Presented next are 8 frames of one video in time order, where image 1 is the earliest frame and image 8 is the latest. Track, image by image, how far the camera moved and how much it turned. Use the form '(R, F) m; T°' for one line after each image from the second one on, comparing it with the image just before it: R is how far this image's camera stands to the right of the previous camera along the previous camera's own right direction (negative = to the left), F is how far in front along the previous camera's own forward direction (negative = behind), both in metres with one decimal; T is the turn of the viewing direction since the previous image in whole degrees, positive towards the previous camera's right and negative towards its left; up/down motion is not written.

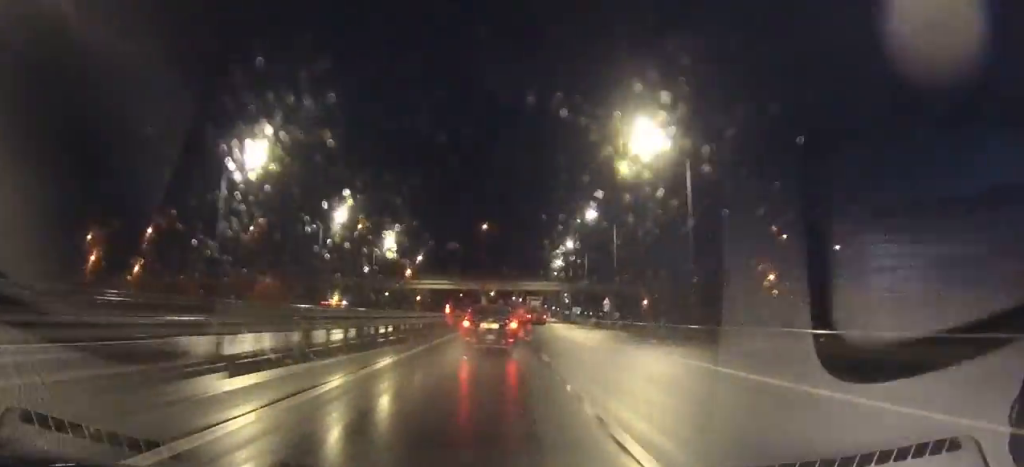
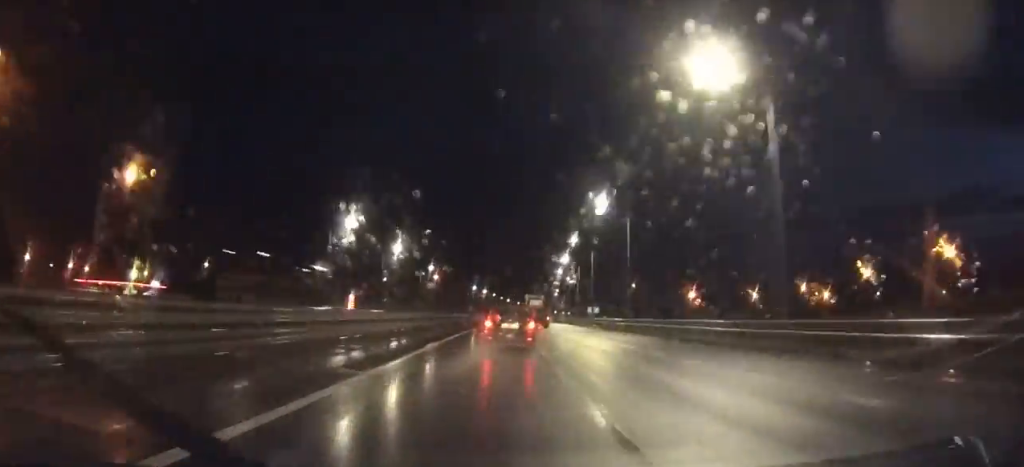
(+3.7, +129.7) m; +3°
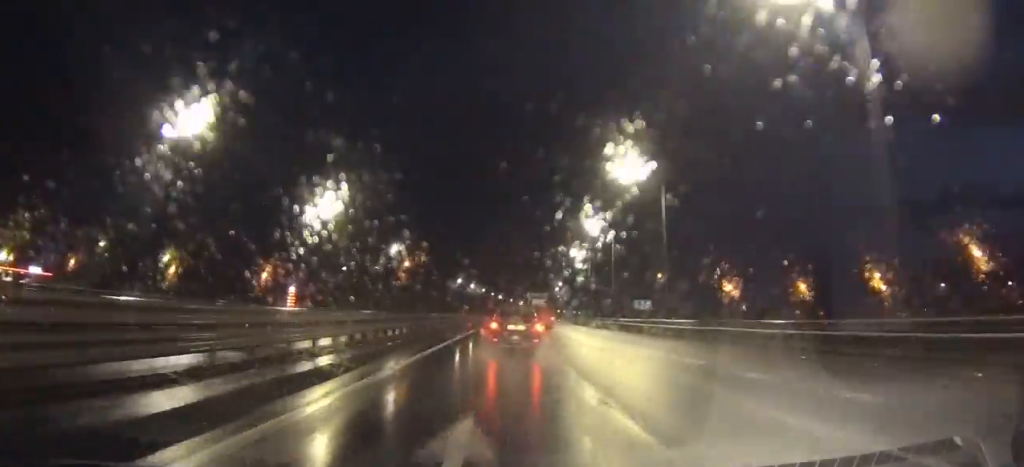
(+0.2, +38.9) m; +1°
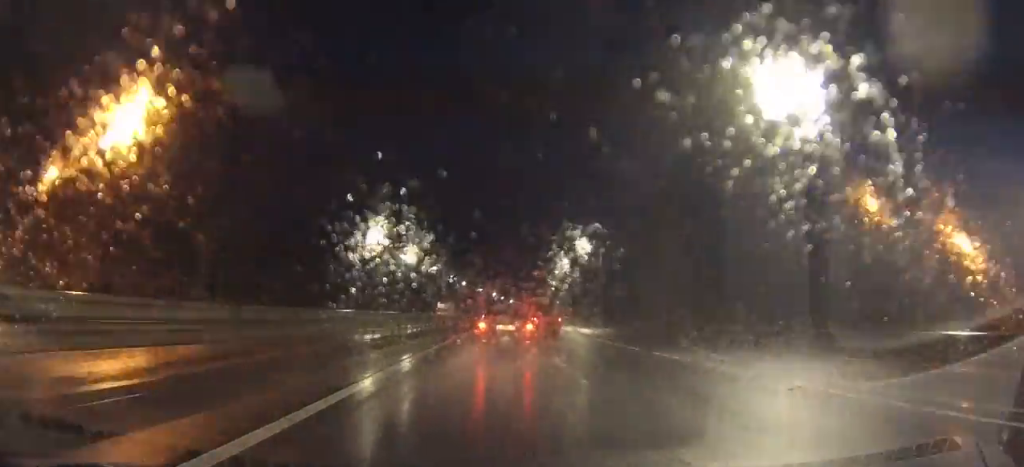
(+2.4, +94.9) m; +3°
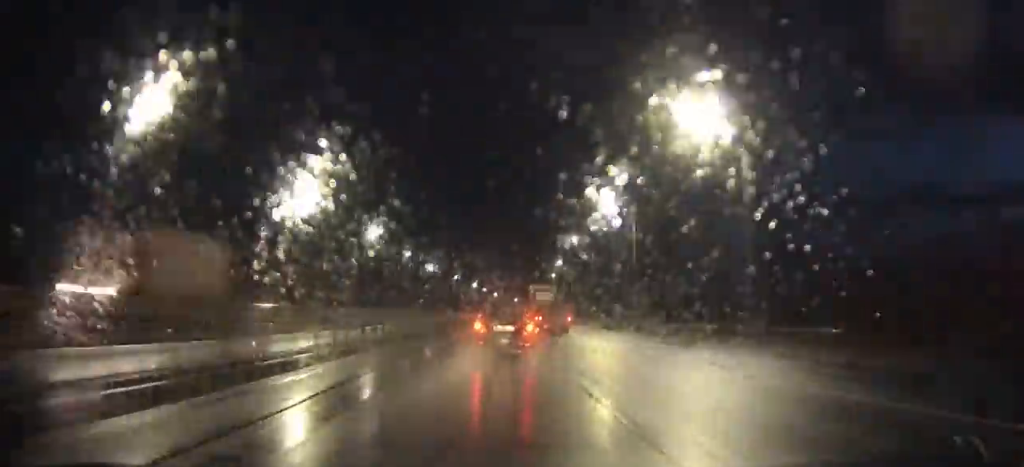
(+0.8, +53.6) m; +2°
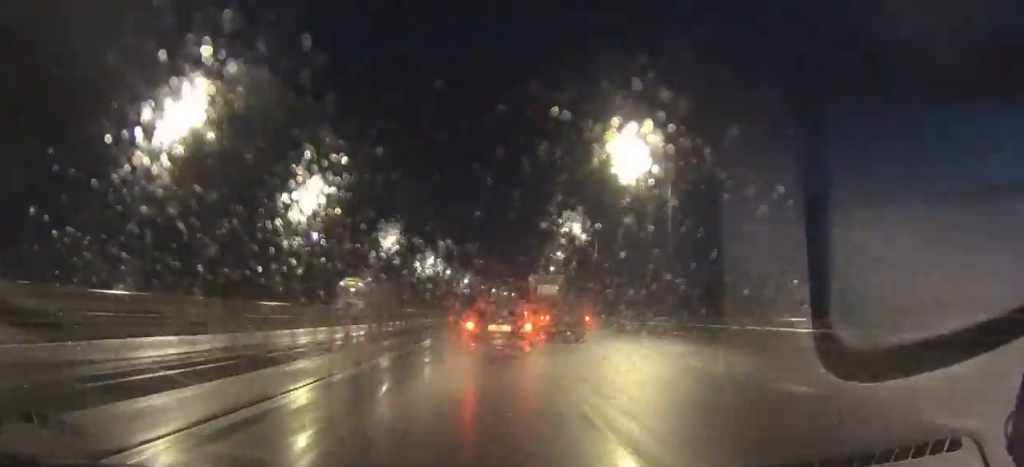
(+1.7, +77.5) m; +2°
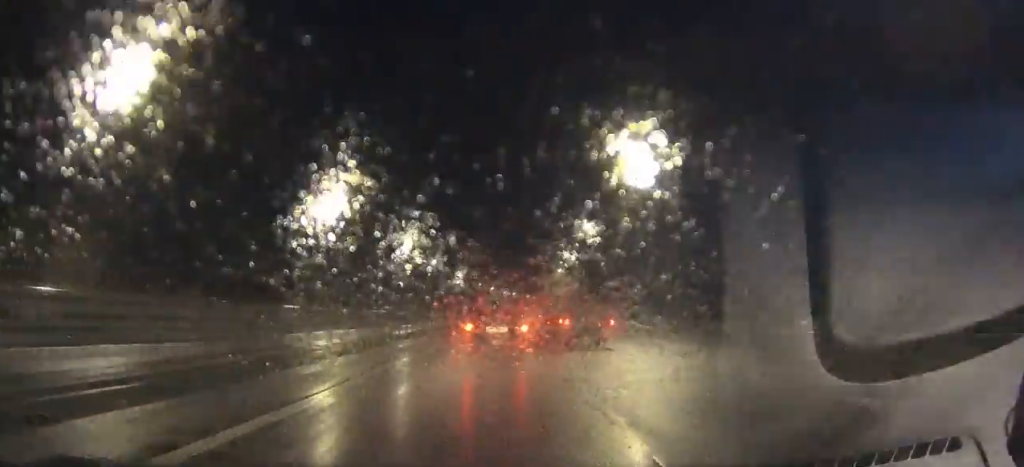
(+0.1, +35.3) m; +1°
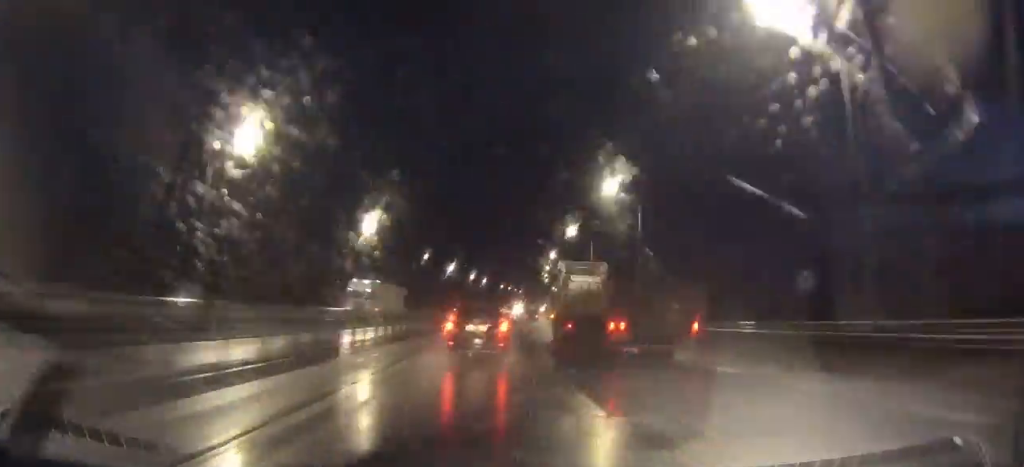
(+1.6, +85.9) m; +2°
